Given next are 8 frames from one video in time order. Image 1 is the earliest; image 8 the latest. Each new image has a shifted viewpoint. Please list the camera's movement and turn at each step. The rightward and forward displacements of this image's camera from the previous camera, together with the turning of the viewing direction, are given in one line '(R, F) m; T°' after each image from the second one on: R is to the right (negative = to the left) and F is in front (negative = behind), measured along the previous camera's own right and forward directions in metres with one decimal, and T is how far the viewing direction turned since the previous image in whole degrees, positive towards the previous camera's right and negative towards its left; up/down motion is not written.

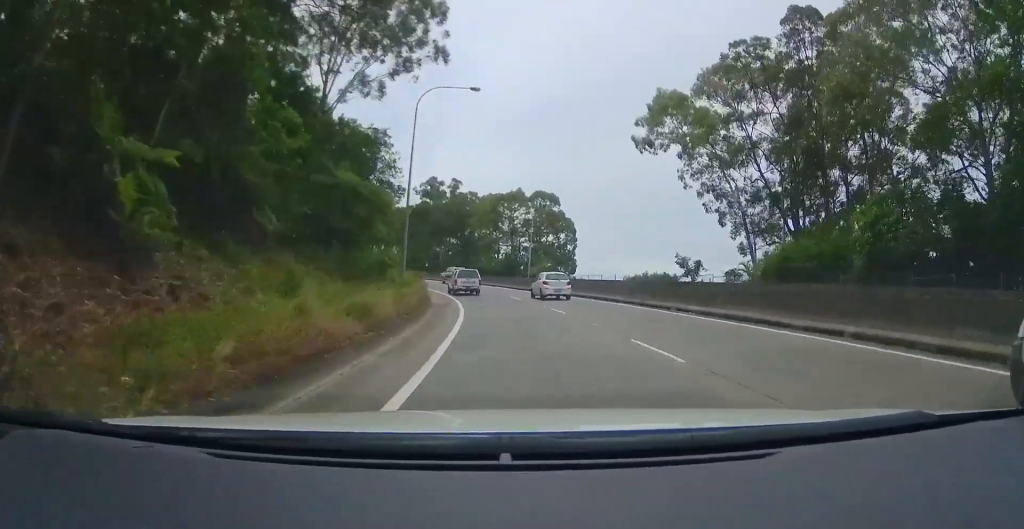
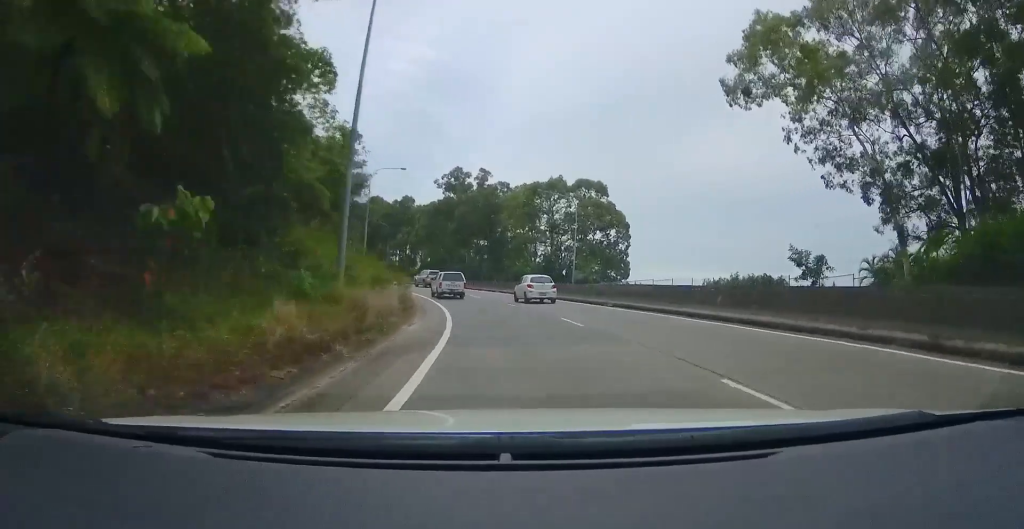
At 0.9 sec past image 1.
(-0.4, +15.7) m; -2°
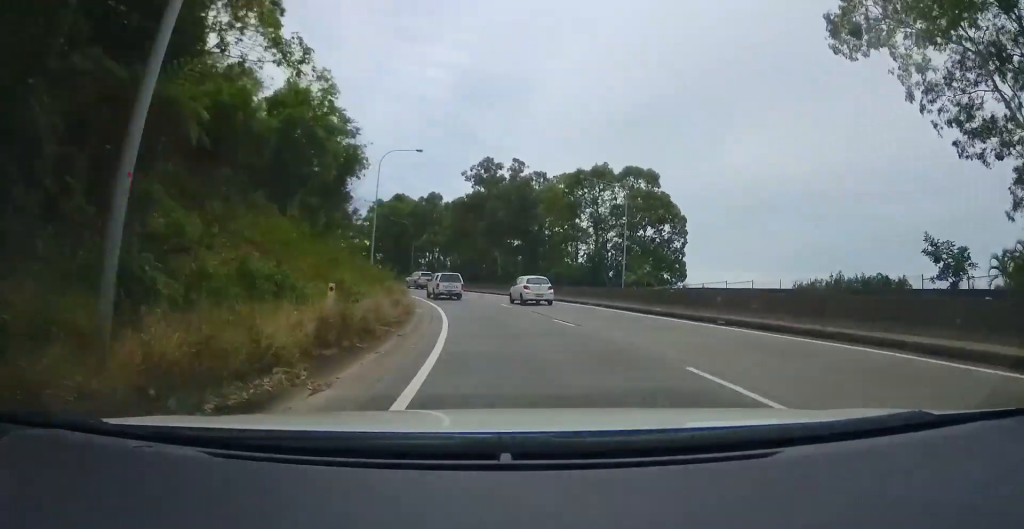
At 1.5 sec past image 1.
(+0.1, +10.2) m; -2°
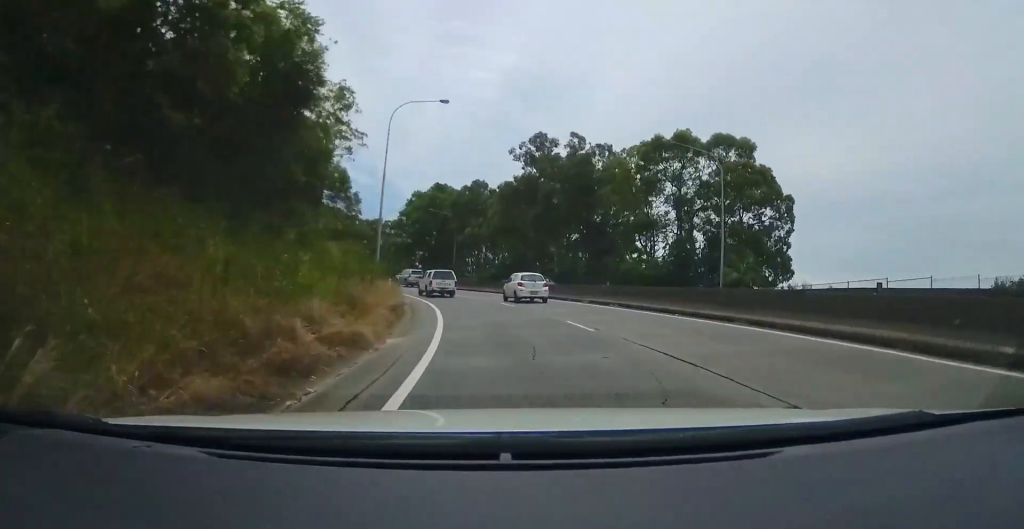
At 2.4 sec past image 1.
(-0.7, +14.0) m; -6°
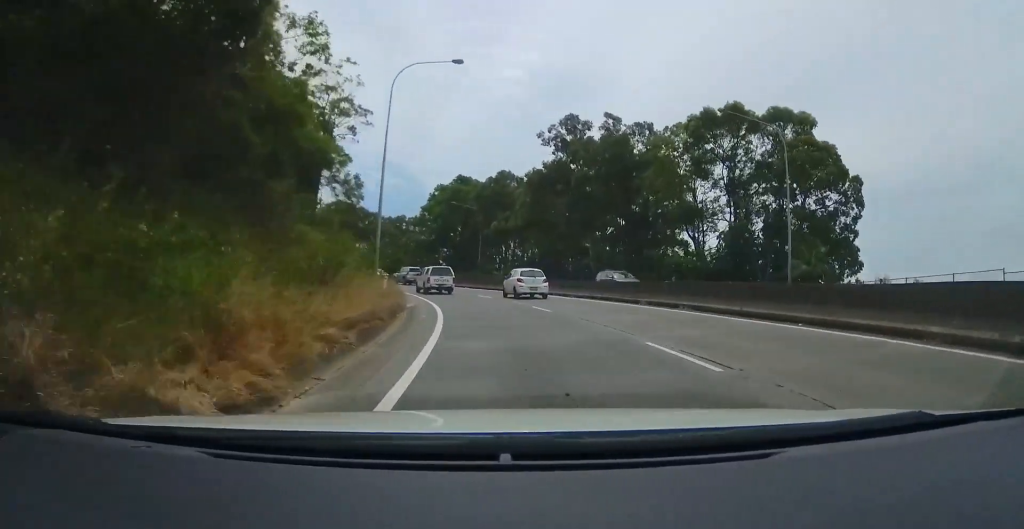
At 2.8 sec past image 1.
(+0.1, +6.6) m; -3°
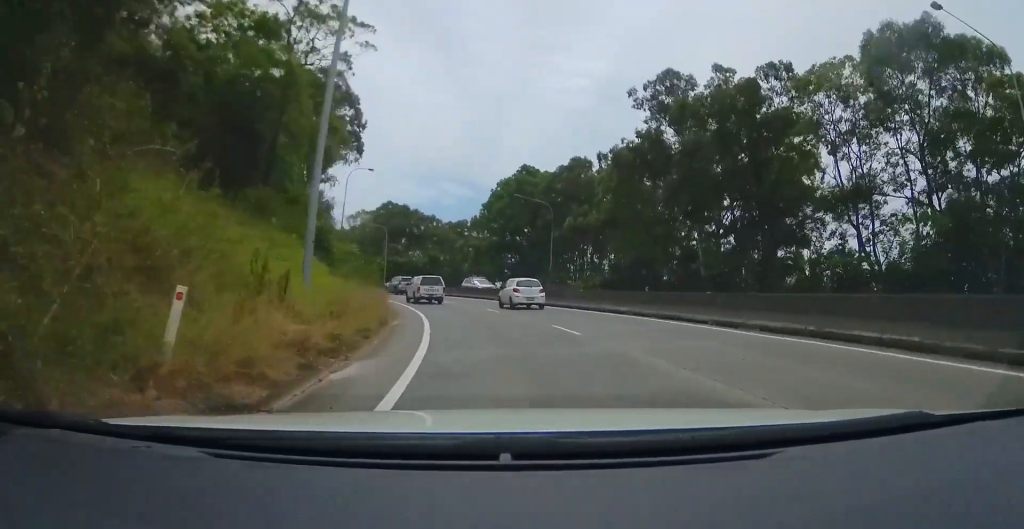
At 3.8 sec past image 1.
(-1.2, +16.3) m; -10°
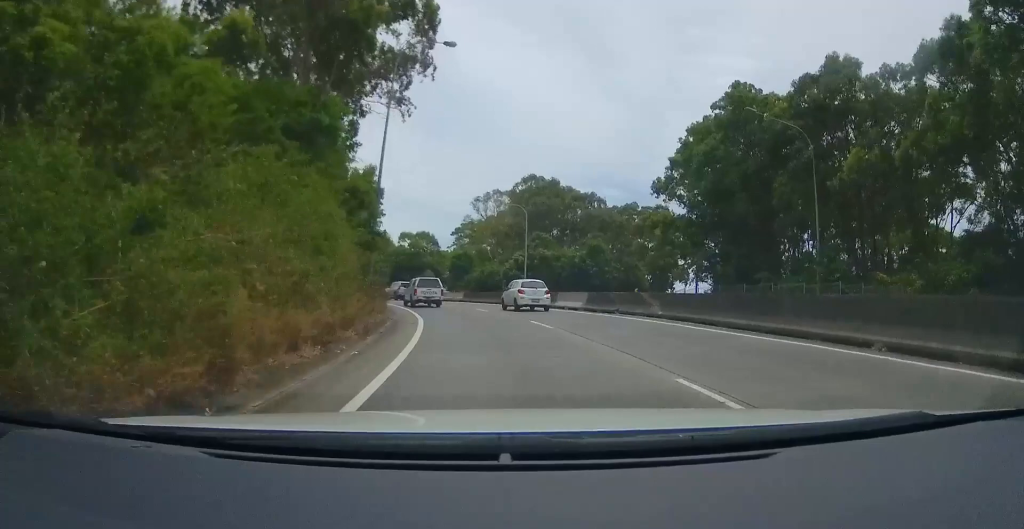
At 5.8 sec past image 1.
(-4.1, +33.2) m; -14°
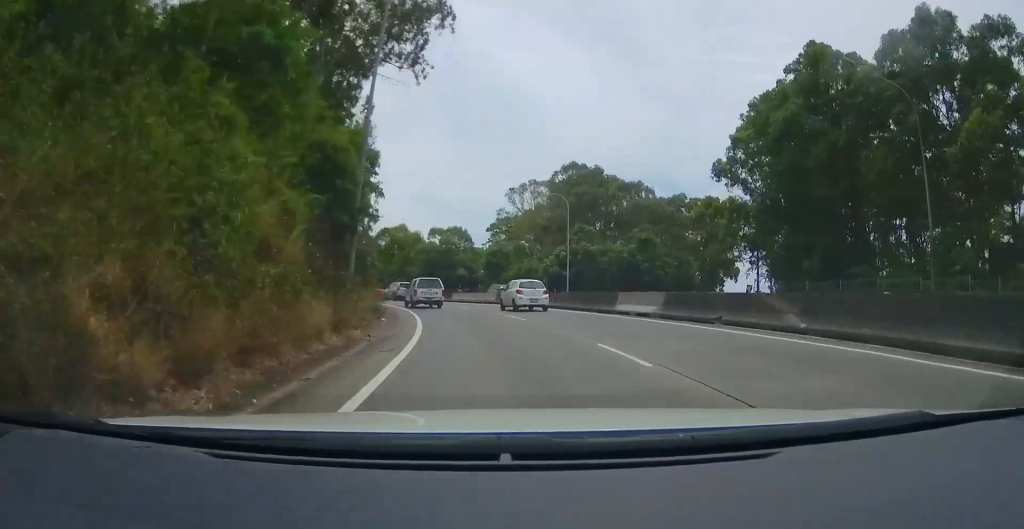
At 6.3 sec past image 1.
(-0.7, +7.4) m; -4°
